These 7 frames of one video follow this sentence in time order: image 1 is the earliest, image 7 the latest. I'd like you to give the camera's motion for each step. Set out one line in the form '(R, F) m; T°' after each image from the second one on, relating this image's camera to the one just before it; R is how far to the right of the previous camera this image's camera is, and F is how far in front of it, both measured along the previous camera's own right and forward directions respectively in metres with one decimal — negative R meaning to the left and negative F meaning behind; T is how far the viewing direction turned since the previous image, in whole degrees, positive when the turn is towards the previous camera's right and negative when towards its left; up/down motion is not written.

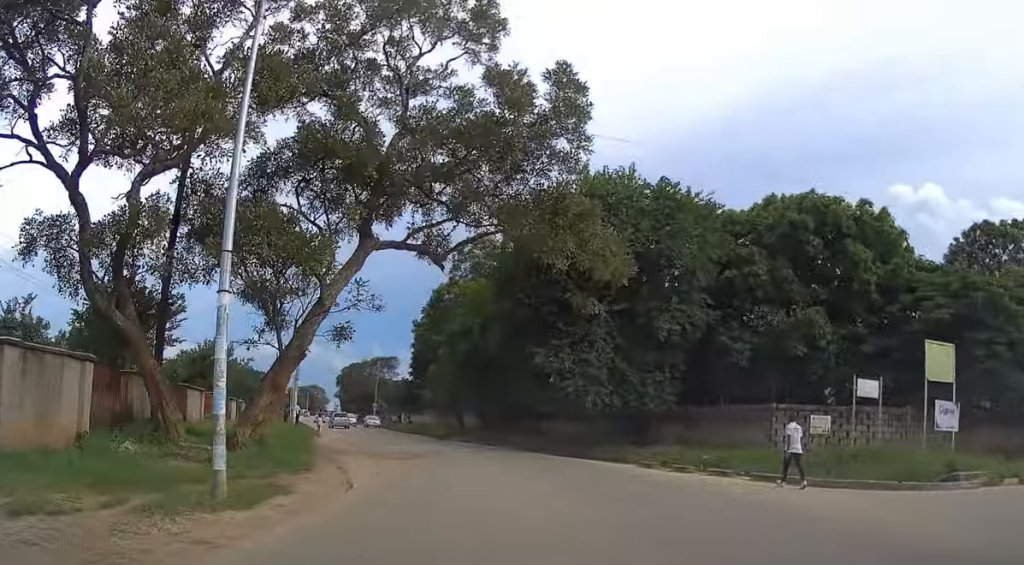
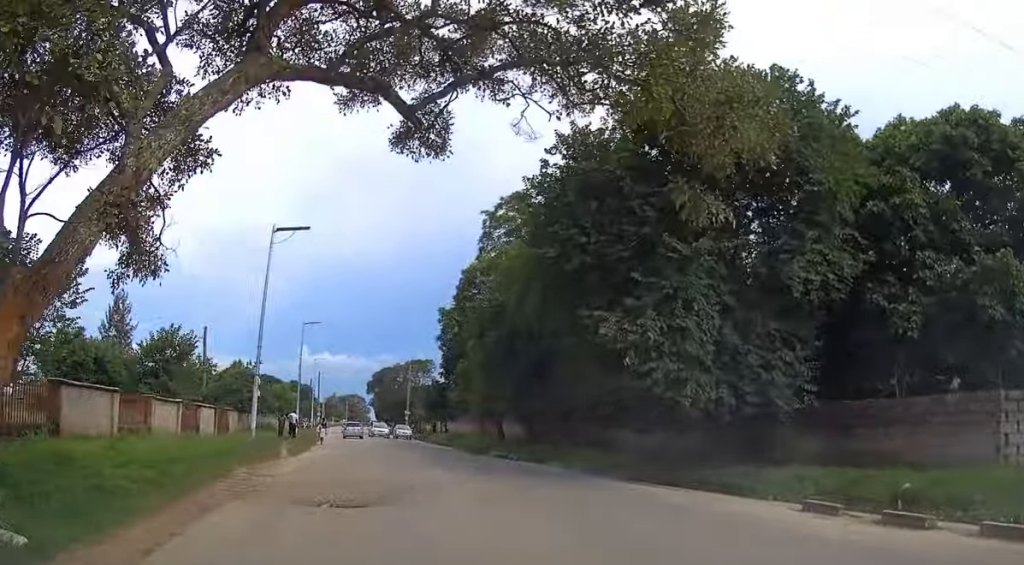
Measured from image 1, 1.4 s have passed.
(-0.3, +10.5) m; -3°
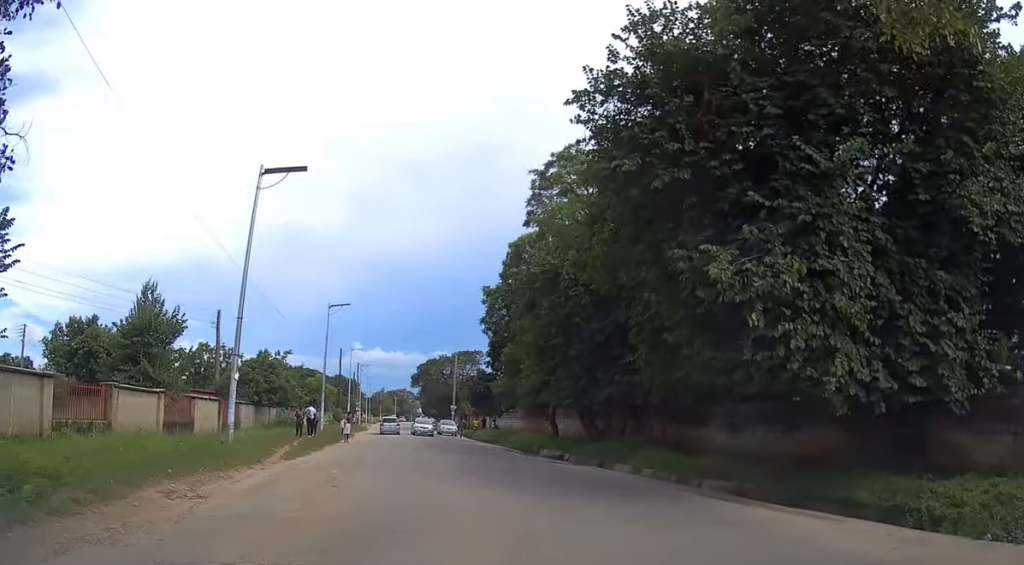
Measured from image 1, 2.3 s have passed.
(-0.2, +6.1) m; -5°
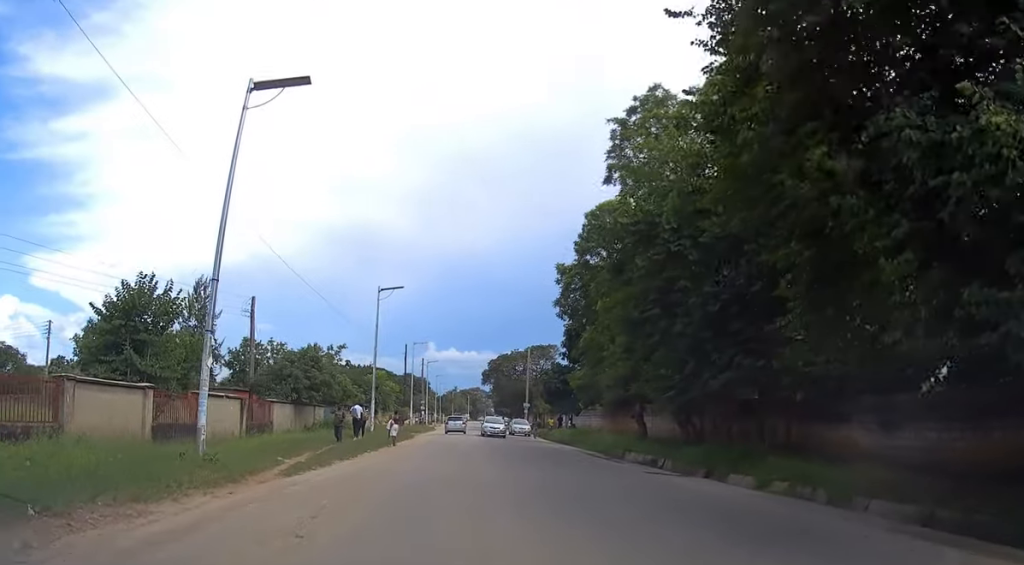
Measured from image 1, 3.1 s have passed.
(-0.3, +5.9) m; -5°
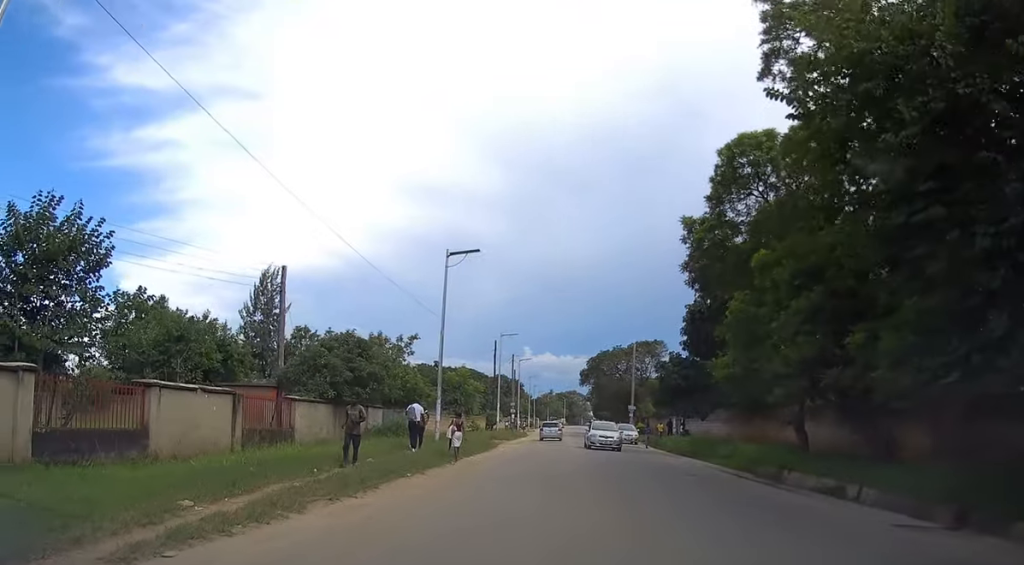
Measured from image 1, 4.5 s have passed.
(-0.6, +9.4) m; -7°
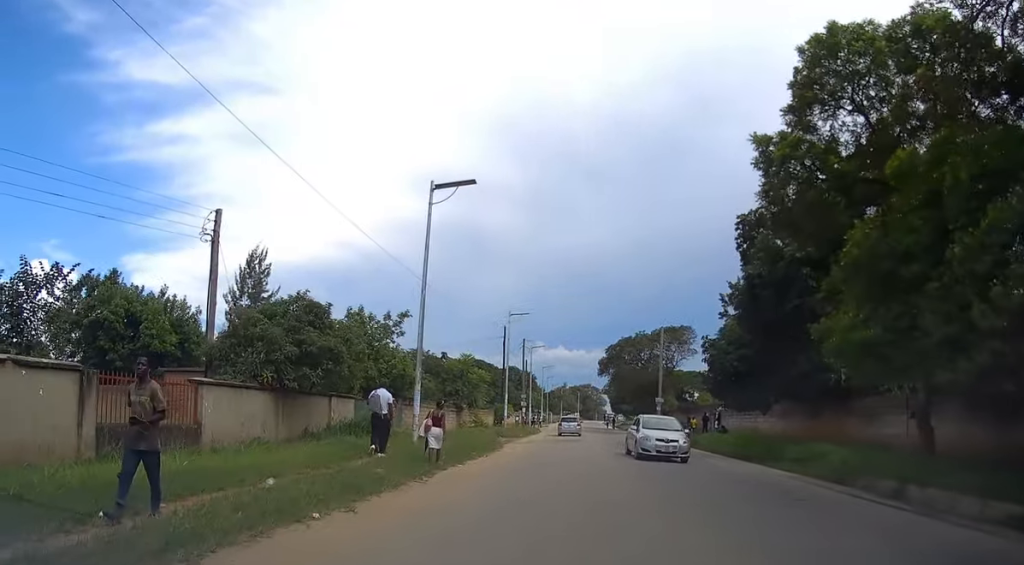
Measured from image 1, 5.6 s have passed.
(-0.3, +7.7) m; -1°
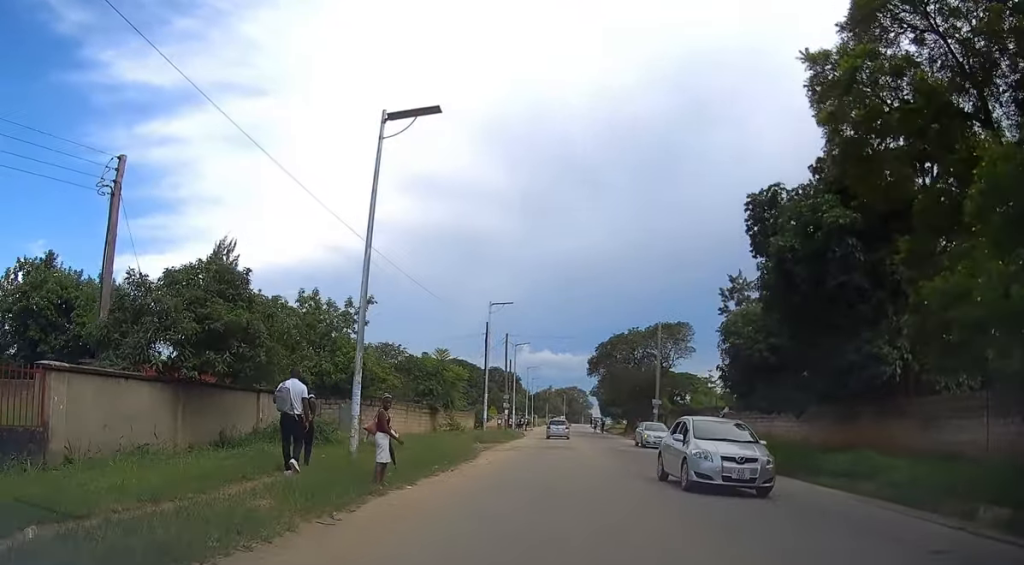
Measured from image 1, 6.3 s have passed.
(+0.2, +5.3) m; +1°
